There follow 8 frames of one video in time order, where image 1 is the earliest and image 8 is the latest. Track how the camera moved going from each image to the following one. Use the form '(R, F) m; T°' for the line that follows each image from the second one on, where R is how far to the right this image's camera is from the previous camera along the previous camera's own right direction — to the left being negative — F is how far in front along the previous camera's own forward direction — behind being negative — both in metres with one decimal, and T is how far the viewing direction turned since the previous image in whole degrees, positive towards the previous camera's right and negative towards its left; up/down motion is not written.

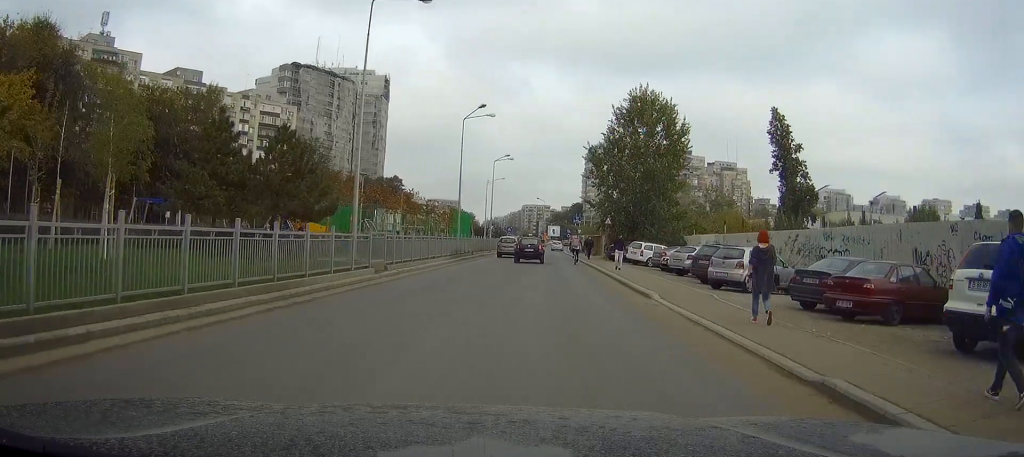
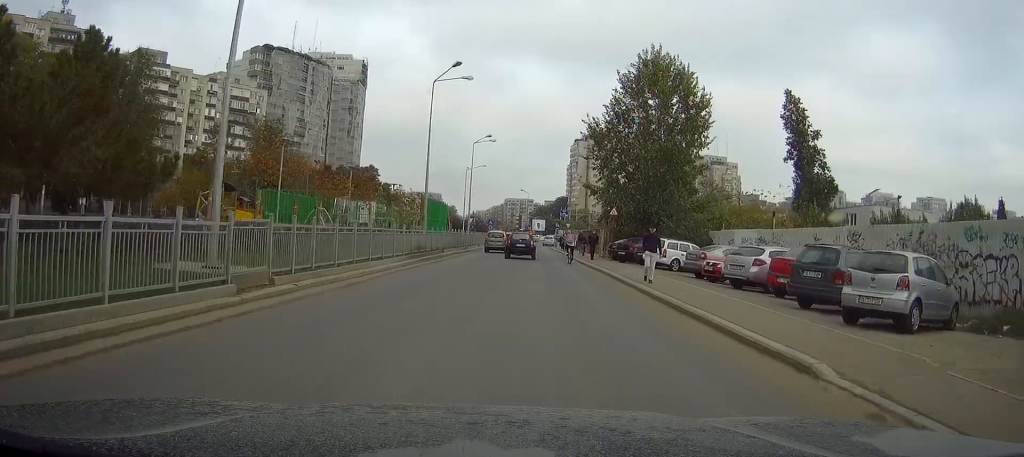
(+0.2, +11.0) m; +1°
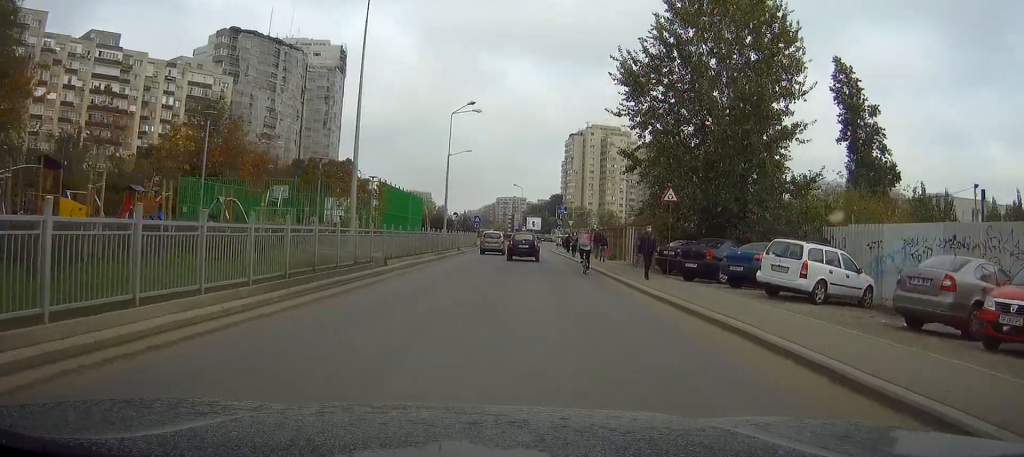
(0.0, +17.4) m; 0°
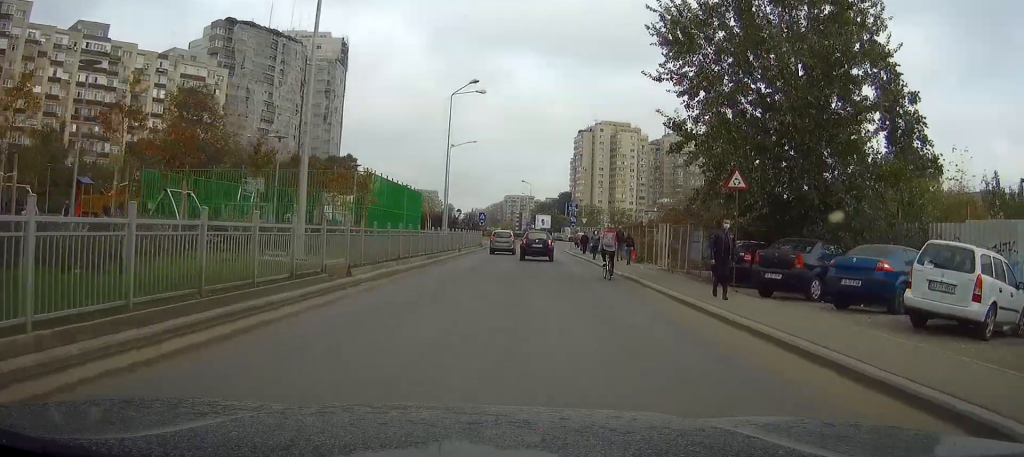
(0.0, +7.0) m; 0°
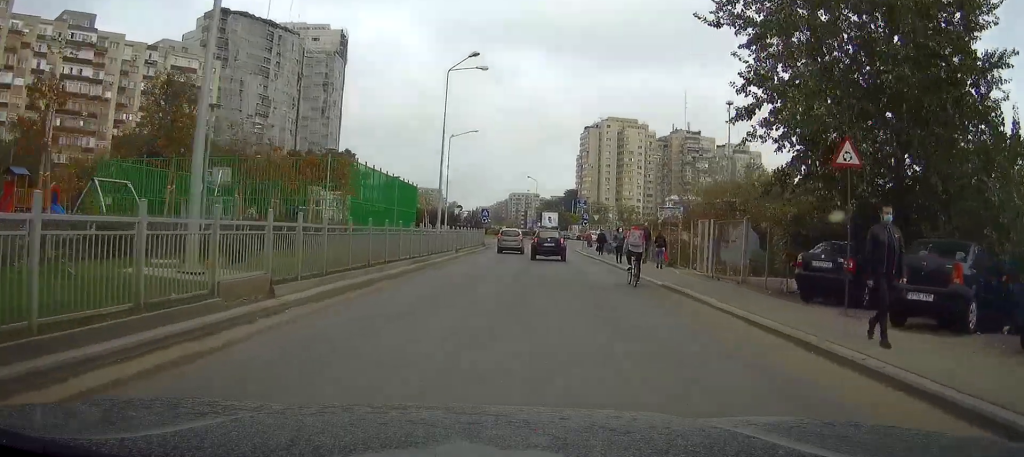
(0.0, +6.6) m; 0°
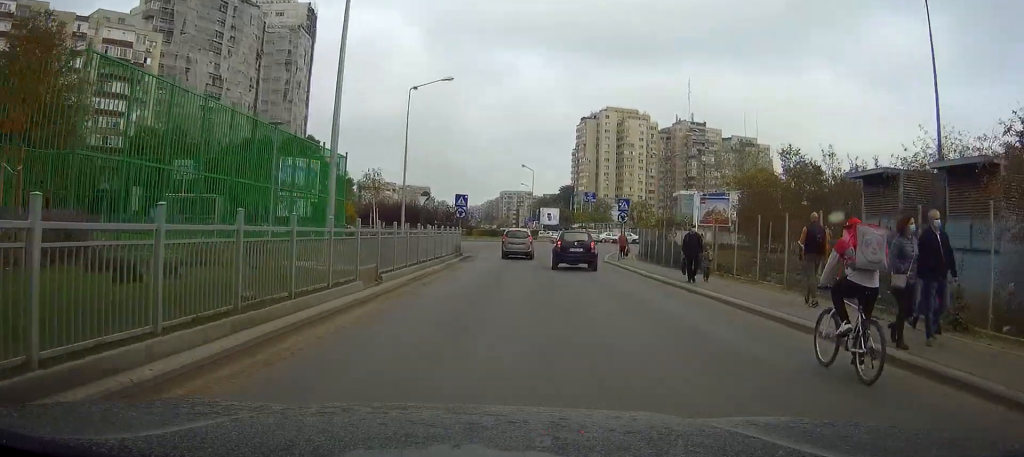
(-0.1, +23.3) m; 0°
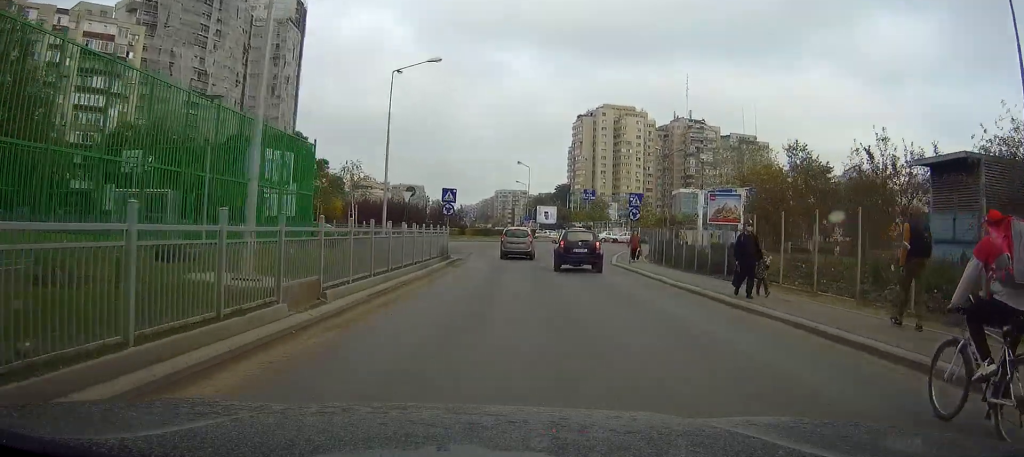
(+0.1, +4.9) m; 0°
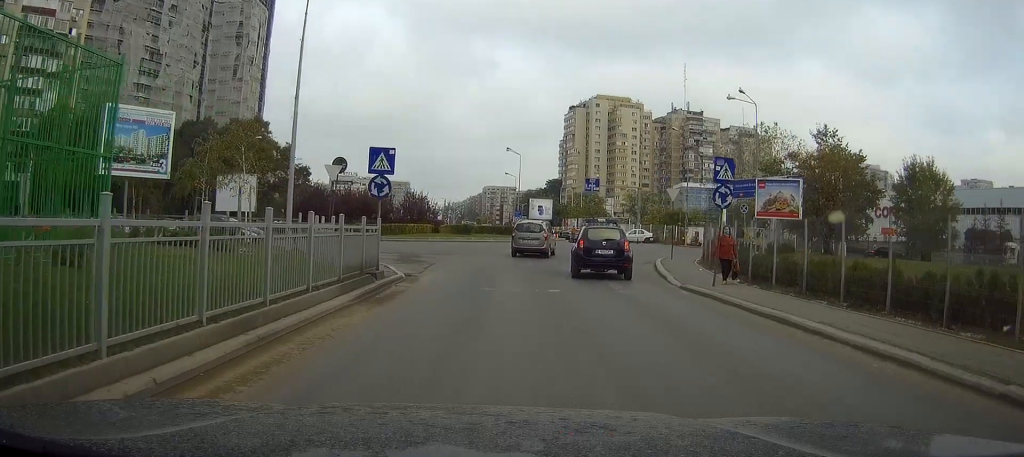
(0.0, +15.6) m; 0°
